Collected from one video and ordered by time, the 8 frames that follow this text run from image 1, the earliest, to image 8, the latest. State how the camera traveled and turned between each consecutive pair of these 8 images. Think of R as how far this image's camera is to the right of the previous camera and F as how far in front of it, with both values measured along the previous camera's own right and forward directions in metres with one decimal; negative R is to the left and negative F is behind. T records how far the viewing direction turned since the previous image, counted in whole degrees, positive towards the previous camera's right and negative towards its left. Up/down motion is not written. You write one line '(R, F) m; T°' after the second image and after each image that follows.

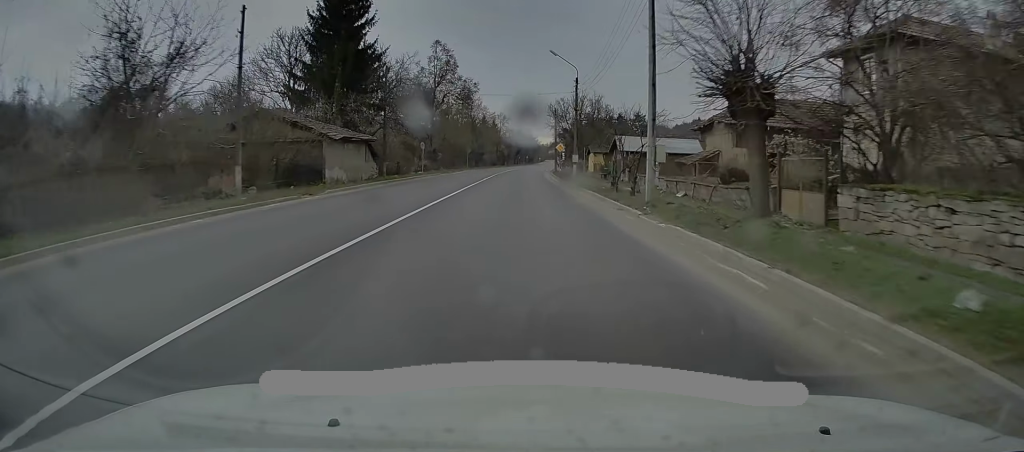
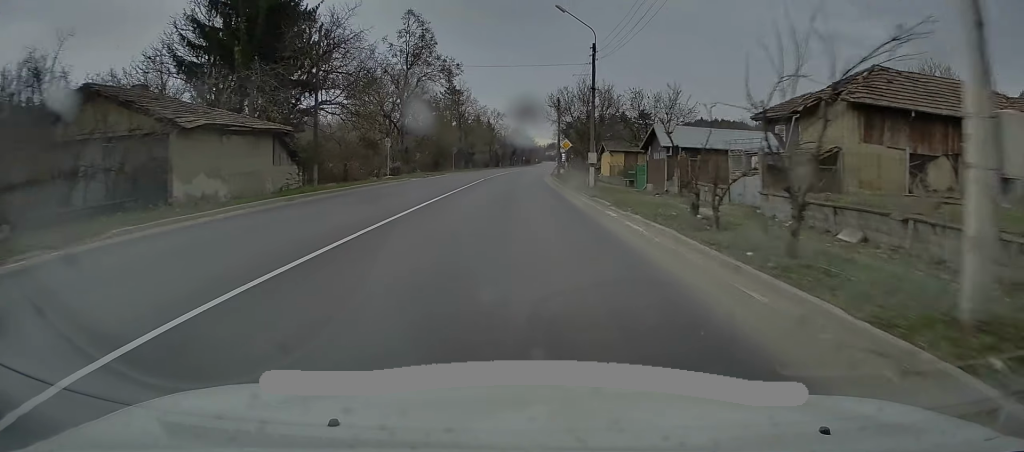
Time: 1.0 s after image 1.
(+0.1, +15.0) m; 0°
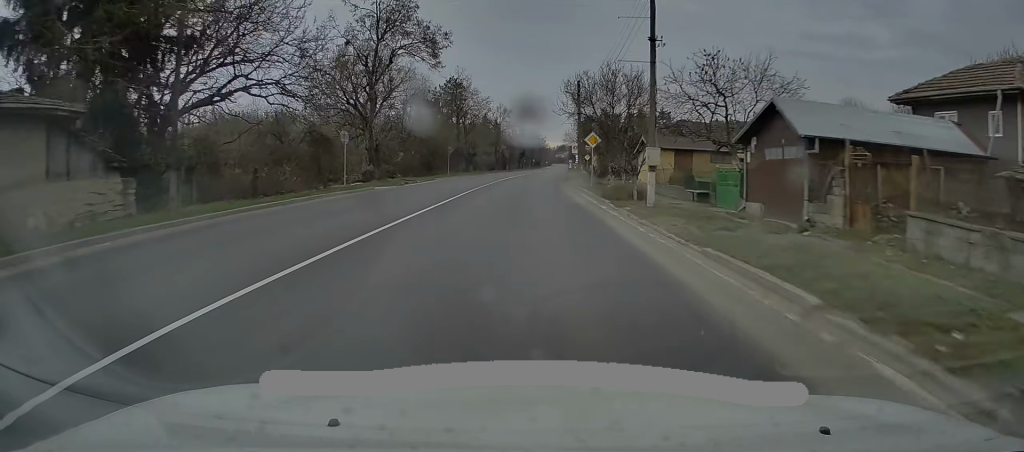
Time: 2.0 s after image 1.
(-0.1, +14.1) m; -1°
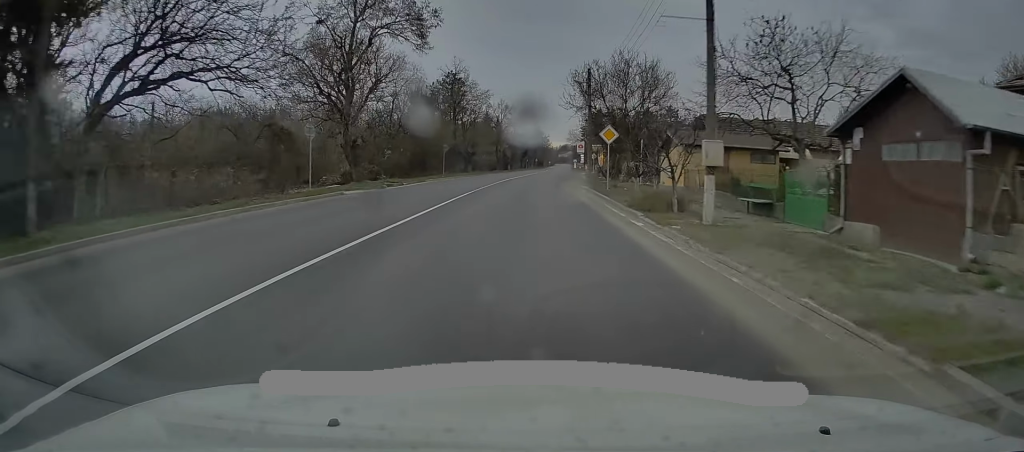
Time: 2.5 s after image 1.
(0.0, +6.1) m; 0°
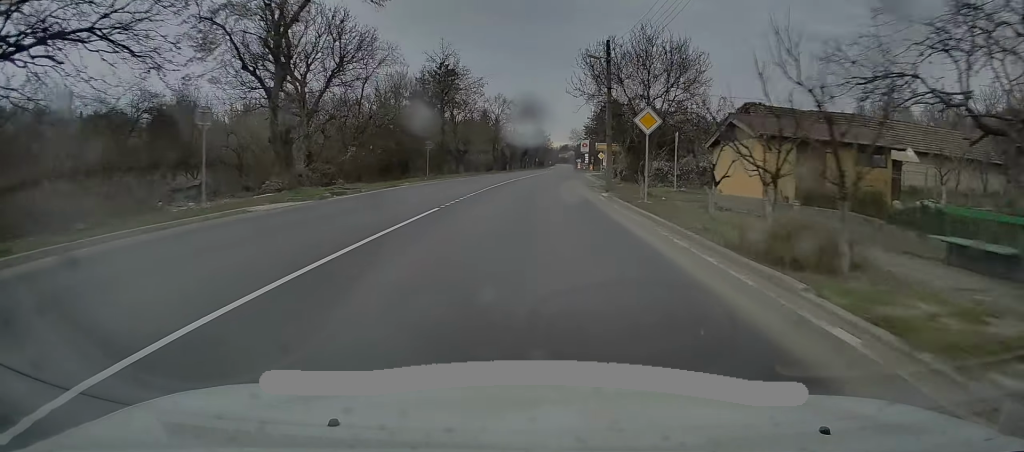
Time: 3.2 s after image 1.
(-0.1, +9.9) m; 0°
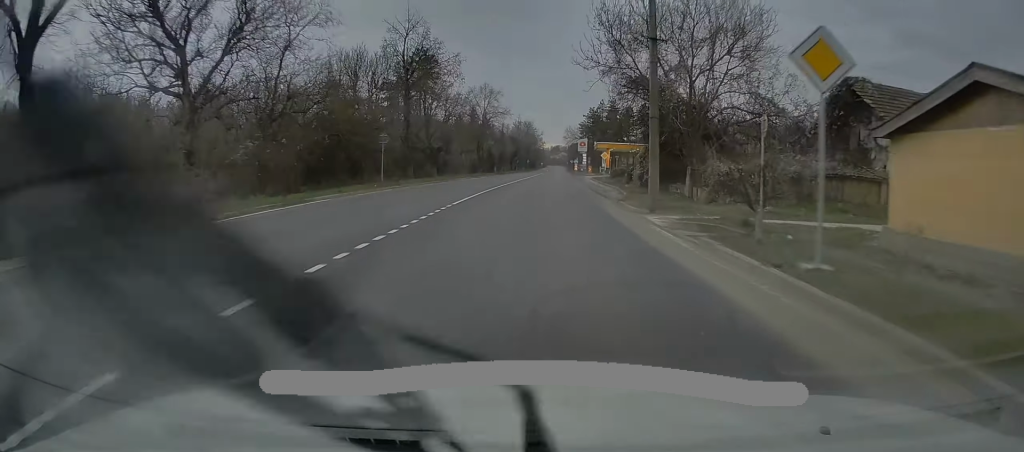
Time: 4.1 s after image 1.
(+0.2, +13.2) m; +1°
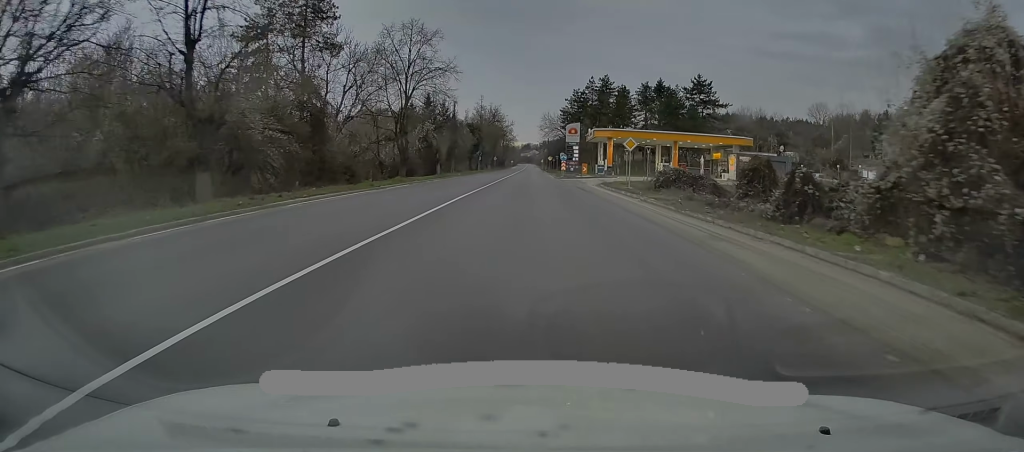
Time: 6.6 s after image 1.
(+0.6, +36.2) m; +2°
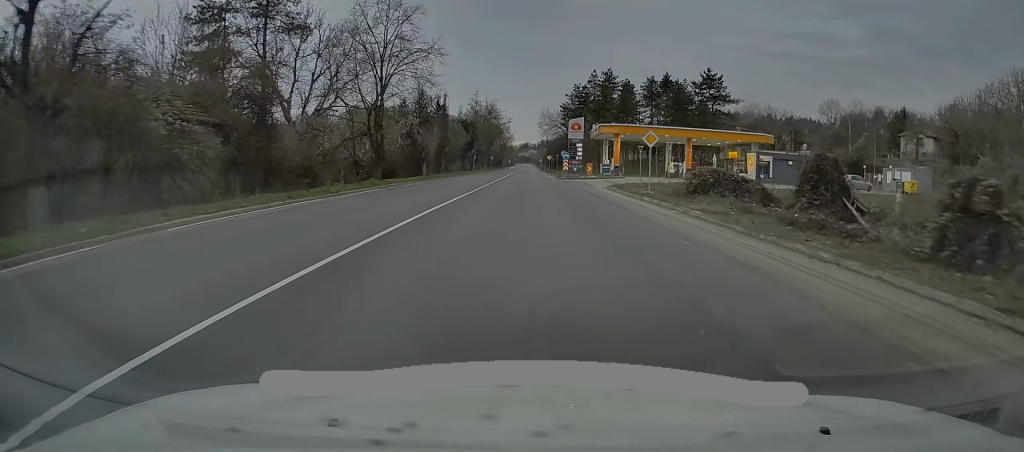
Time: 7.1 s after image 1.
(0.0, +7.3) m; 0°
